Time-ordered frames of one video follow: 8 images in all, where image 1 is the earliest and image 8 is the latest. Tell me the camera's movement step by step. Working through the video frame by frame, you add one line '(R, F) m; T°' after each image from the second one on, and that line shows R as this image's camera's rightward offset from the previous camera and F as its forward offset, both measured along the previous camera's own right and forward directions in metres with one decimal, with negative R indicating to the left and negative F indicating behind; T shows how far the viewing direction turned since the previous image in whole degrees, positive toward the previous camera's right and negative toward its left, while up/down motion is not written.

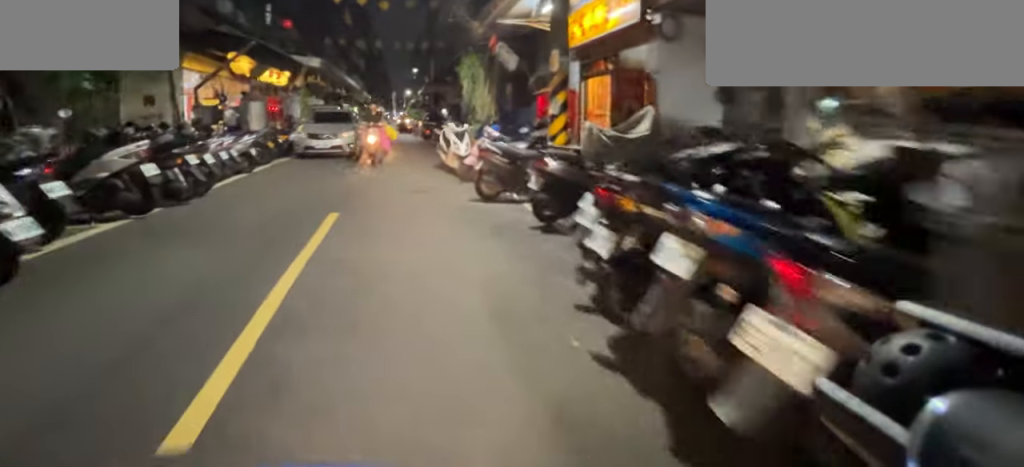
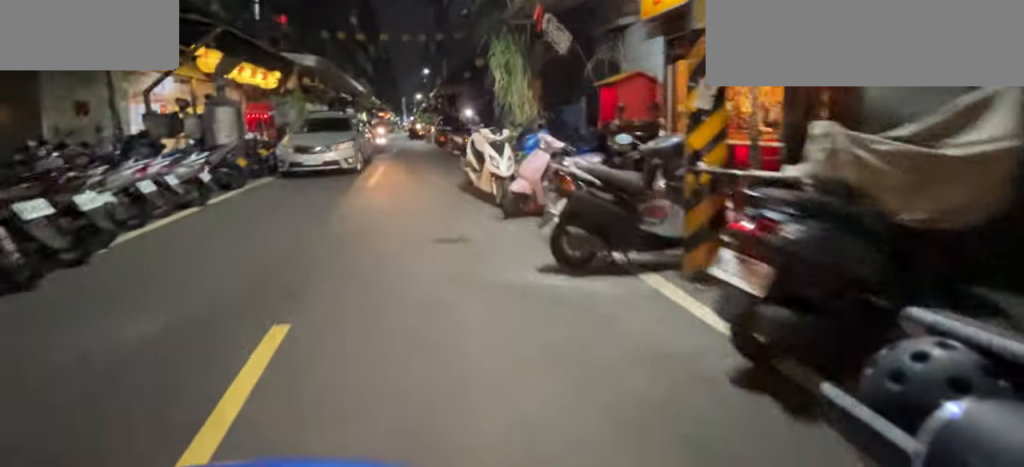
(0.0, +2.7) m; 0°
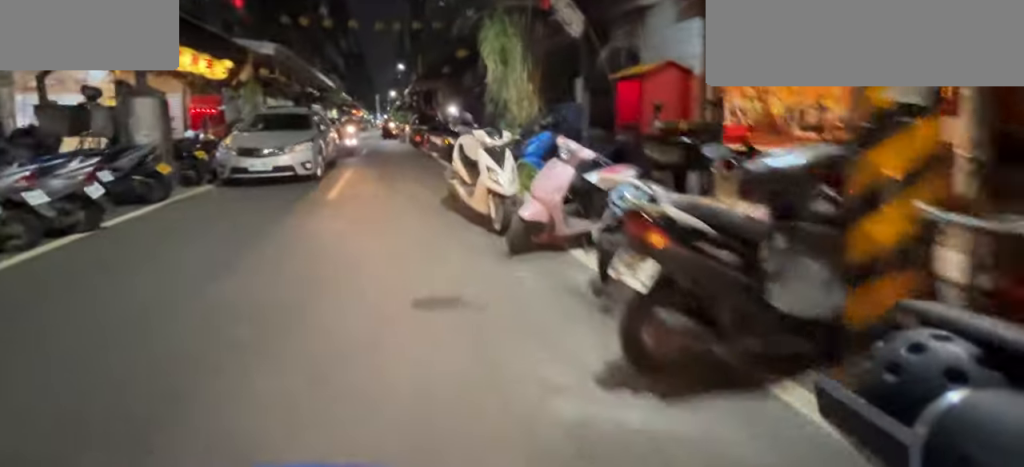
(0.0, +1.6) m; 0°
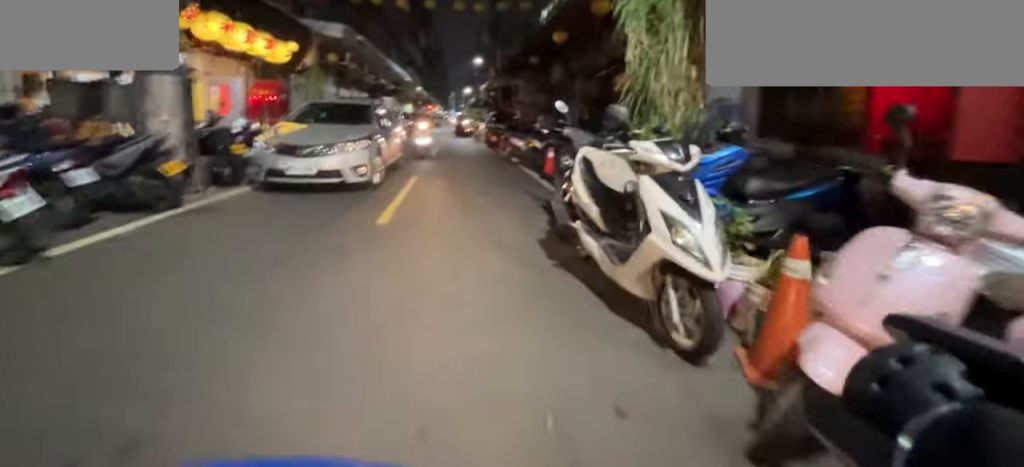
(0.0, +3.0) m; -2°
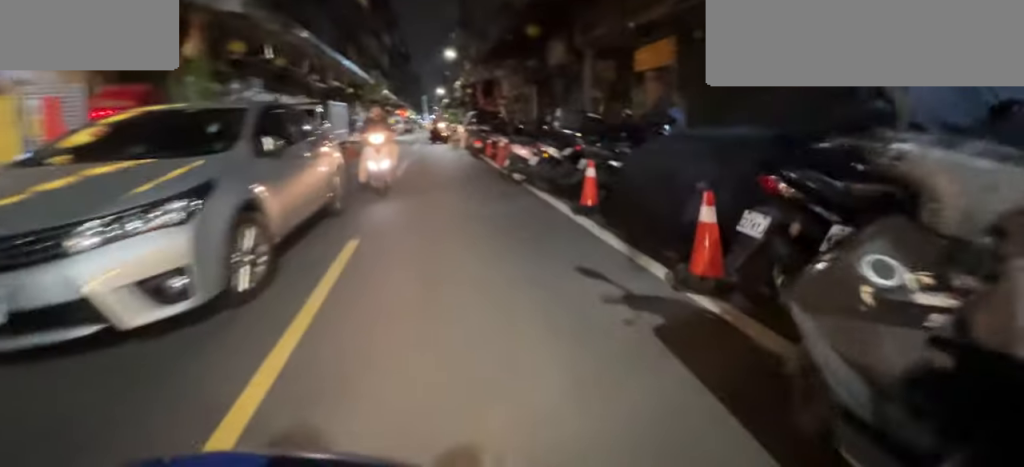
(-0.3, +6.9) m; -3°
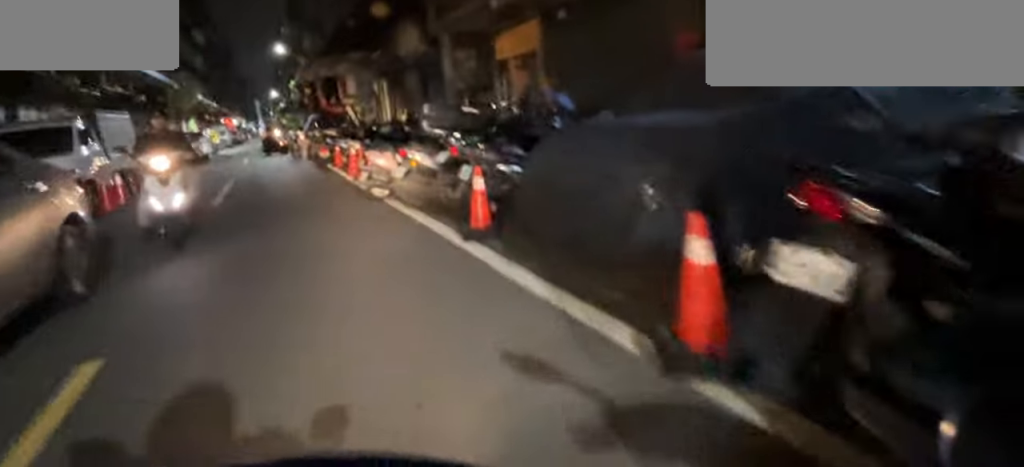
(0.0, +2.8) m; 0°
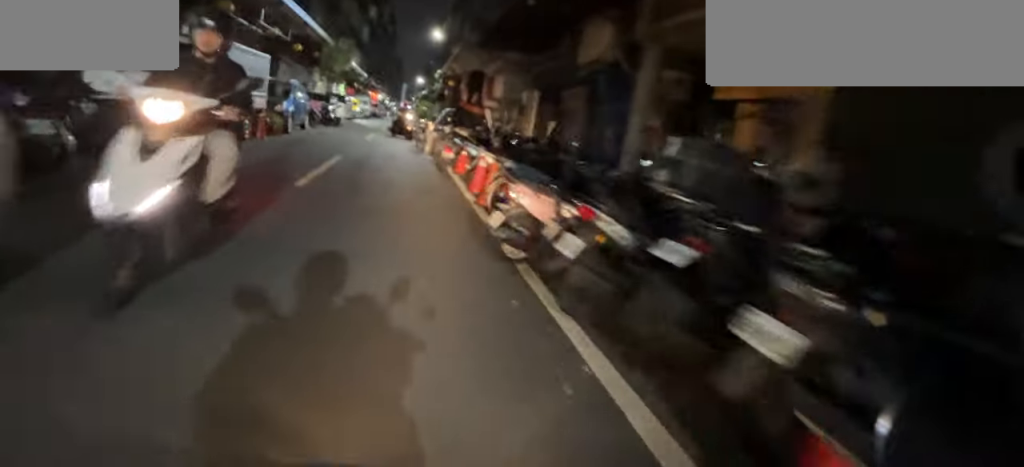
(0.0, +3.3) m; +1°
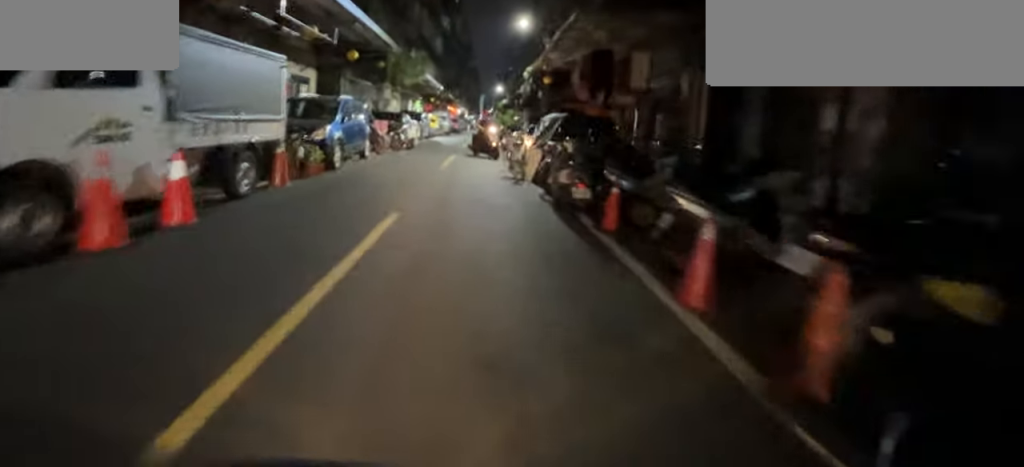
(+0.1, +4.3) m; +1°
